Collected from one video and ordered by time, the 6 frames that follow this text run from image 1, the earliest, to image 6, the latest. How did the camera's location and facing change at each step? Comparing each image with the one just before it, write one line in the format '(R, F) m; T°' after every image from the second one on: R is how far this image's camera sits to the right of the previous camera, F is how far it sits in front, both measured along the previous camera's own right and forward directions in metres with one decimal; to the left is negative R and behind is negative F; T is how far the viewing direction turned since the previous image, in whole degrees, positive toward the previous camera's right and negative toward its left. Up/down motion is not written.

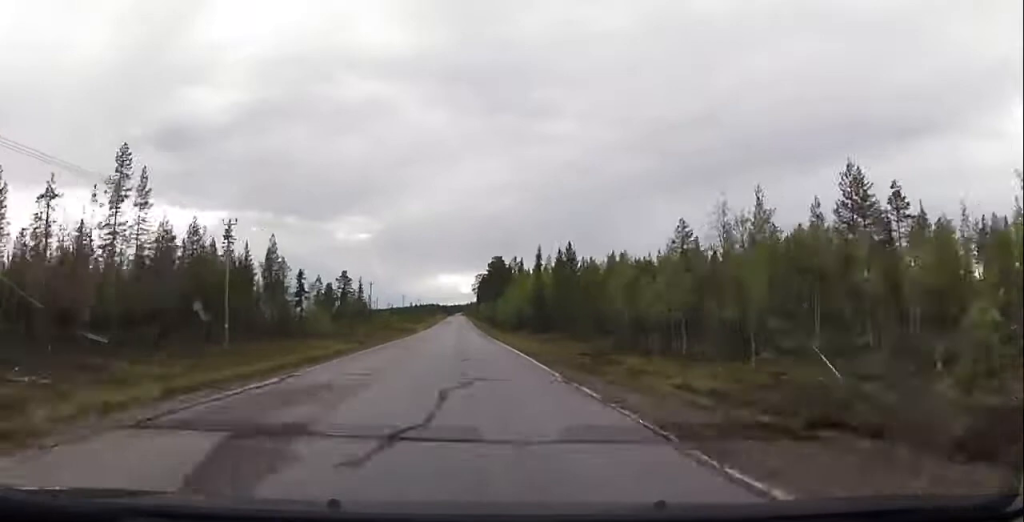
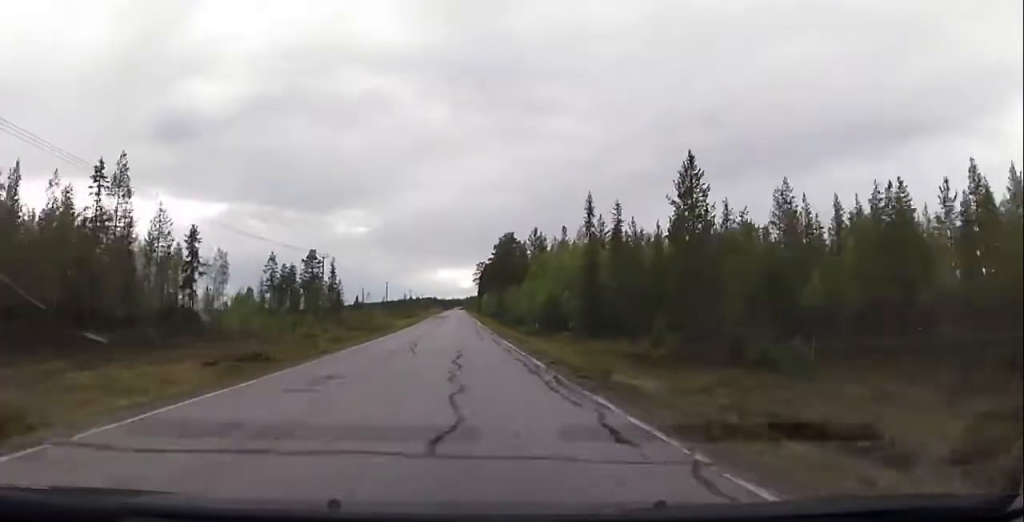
(-0.3, +39.4) m; -1°
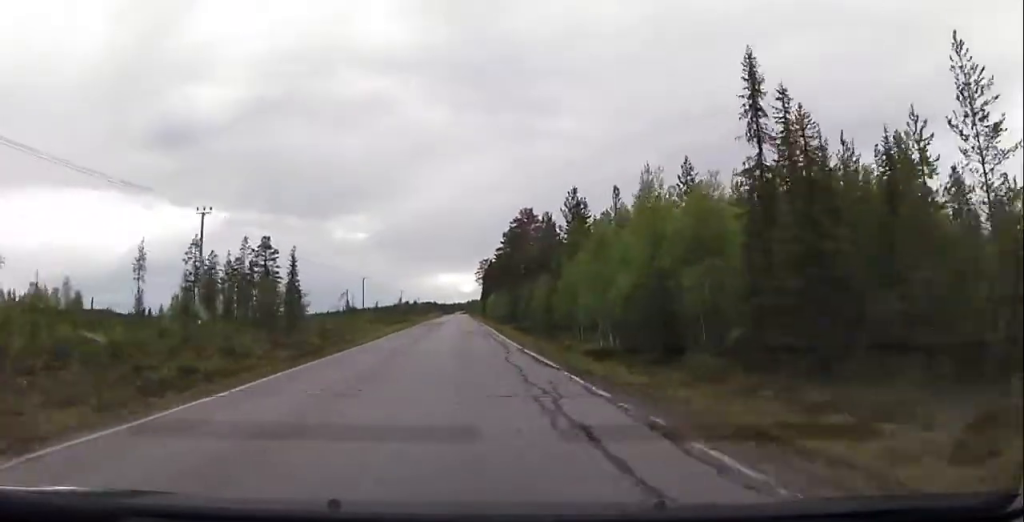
(0.0, +35.5) m; 0°
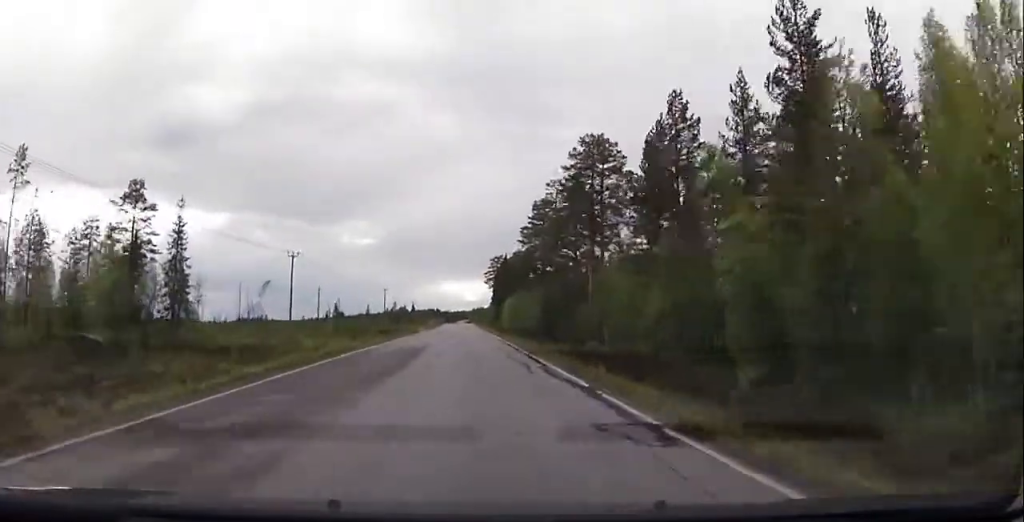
(+0.1, +47.9) m; 0°
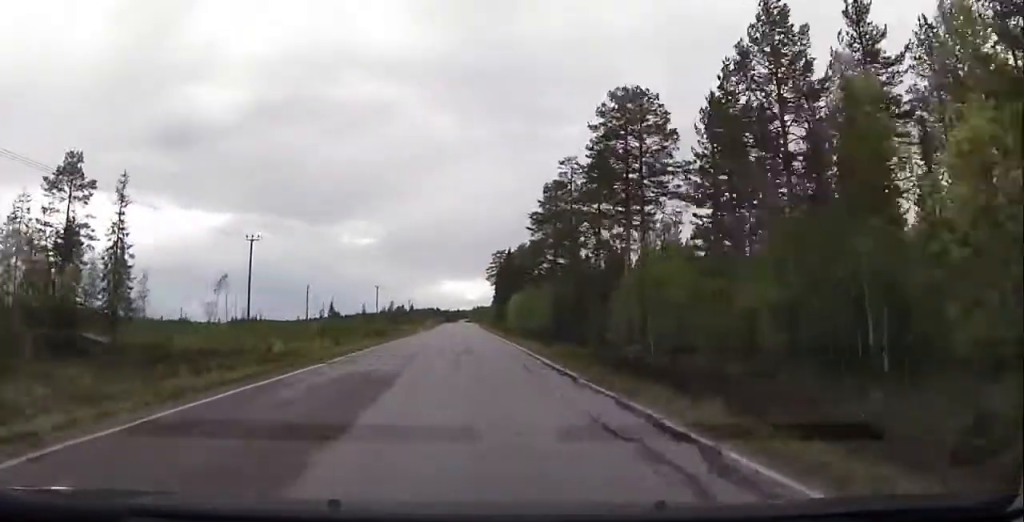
(0.0, +11.4) m; 0°
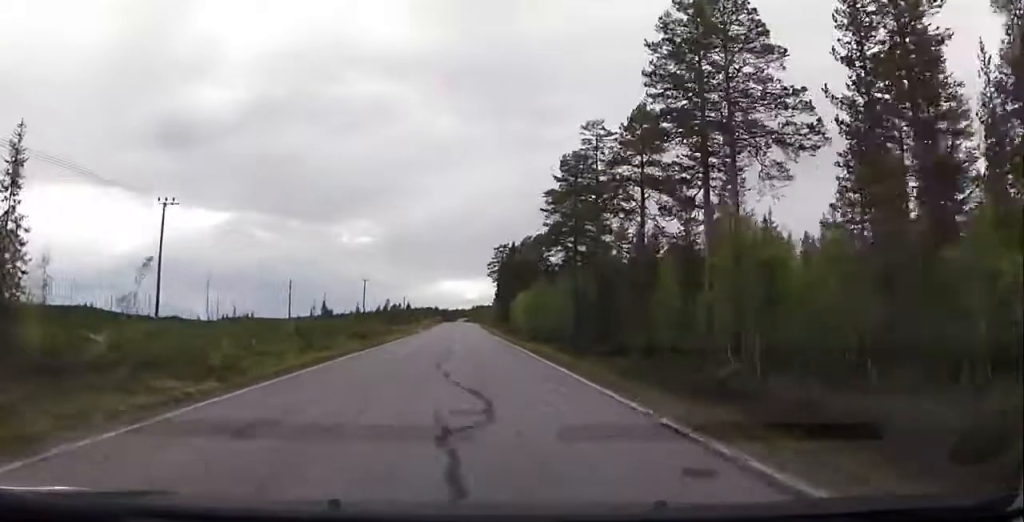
(0.0, +14.8) m; 0°
